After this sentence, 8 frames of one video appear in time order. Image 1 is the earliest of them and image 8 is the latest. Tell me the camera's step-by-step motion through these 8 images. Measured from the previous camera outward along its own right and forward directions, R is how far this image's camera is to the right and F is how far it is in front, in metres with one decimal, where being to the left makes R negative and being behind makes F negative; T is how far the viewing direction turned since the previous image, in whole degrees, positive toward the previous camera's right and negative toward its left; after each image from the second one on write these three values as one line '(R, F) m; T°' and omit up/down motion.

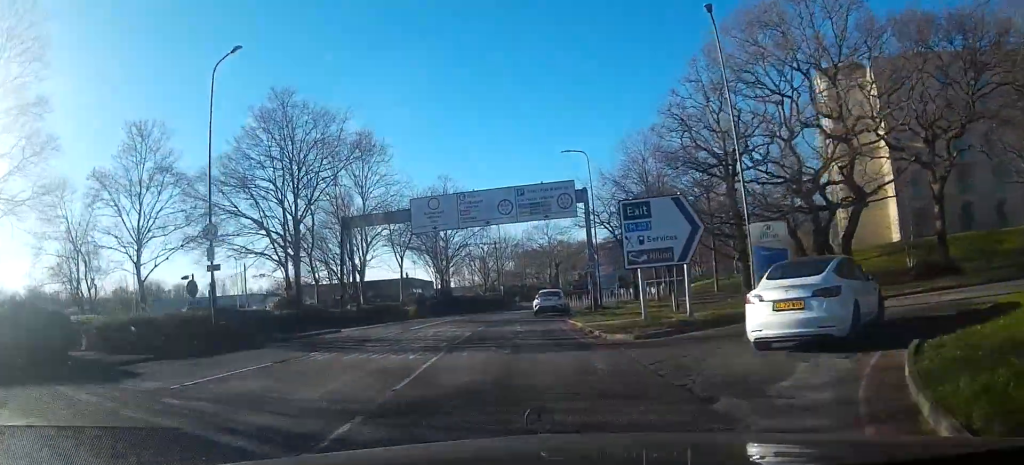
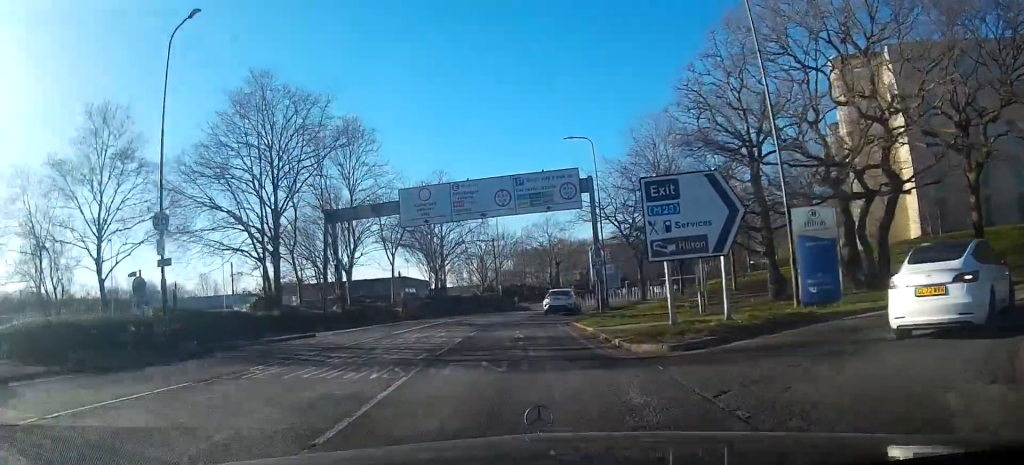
(0.0, +3.3) m; 0°
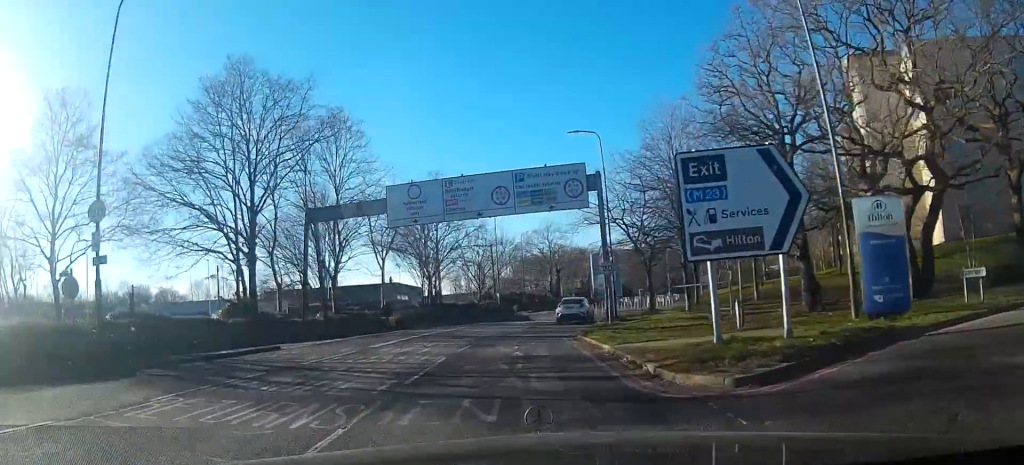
(+0.1, +3.3) m; 0°
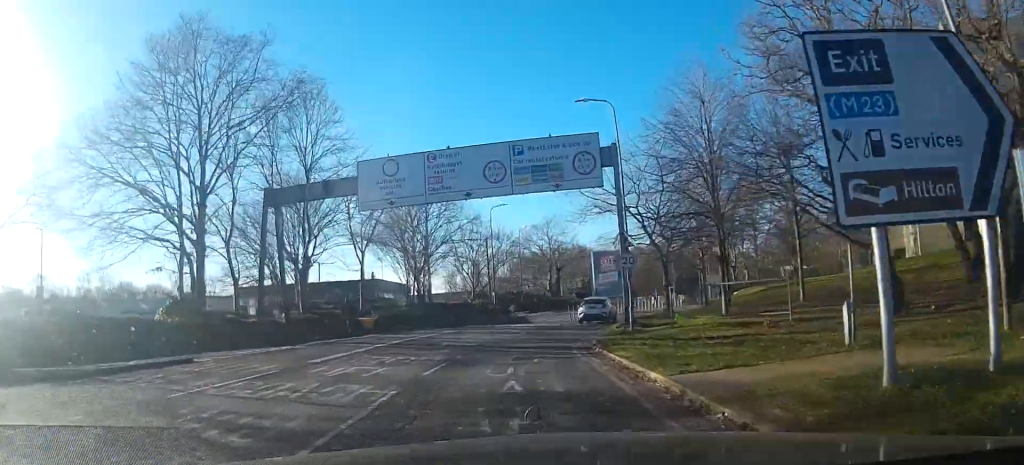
(-0.1, +5.5) m; 0°
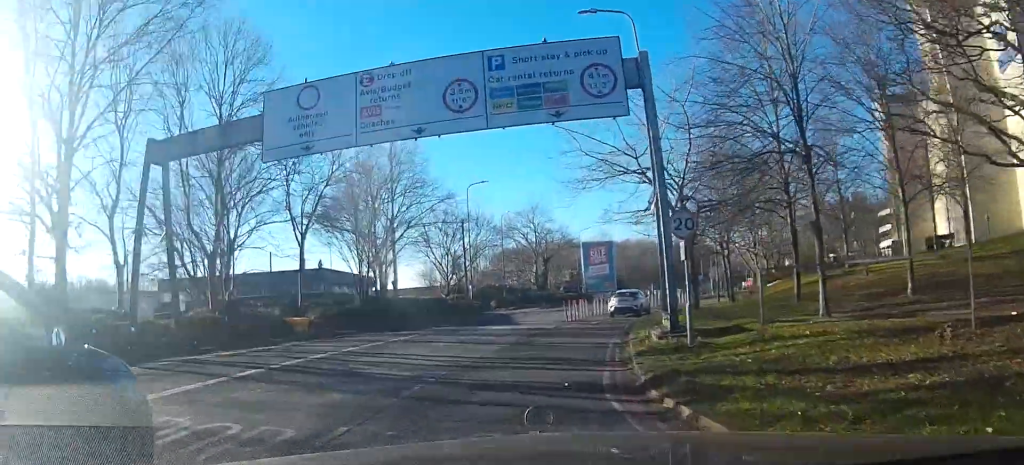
(+0.1, +8.9) m; +2°
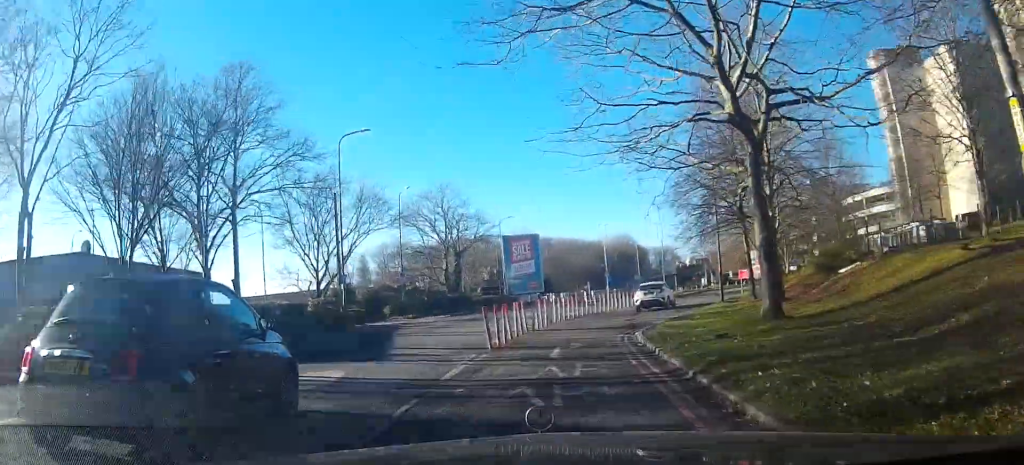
(+0.9, +16.0) m; +7°
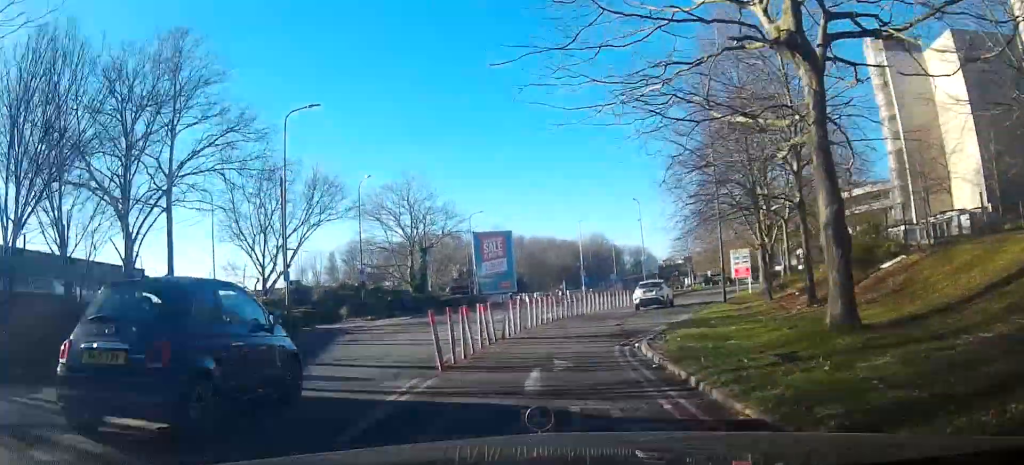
(+0.1, +4.1) m; +2°
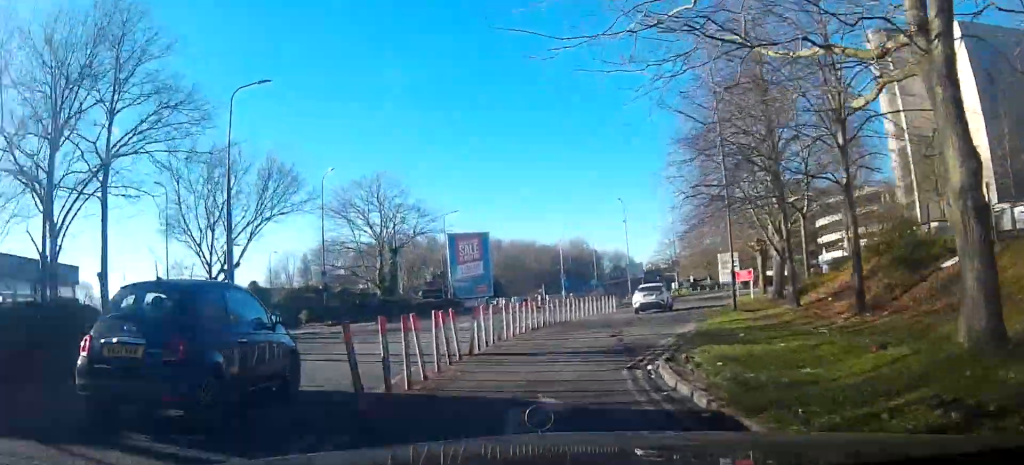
(0.0, +3.6) m; +2°
